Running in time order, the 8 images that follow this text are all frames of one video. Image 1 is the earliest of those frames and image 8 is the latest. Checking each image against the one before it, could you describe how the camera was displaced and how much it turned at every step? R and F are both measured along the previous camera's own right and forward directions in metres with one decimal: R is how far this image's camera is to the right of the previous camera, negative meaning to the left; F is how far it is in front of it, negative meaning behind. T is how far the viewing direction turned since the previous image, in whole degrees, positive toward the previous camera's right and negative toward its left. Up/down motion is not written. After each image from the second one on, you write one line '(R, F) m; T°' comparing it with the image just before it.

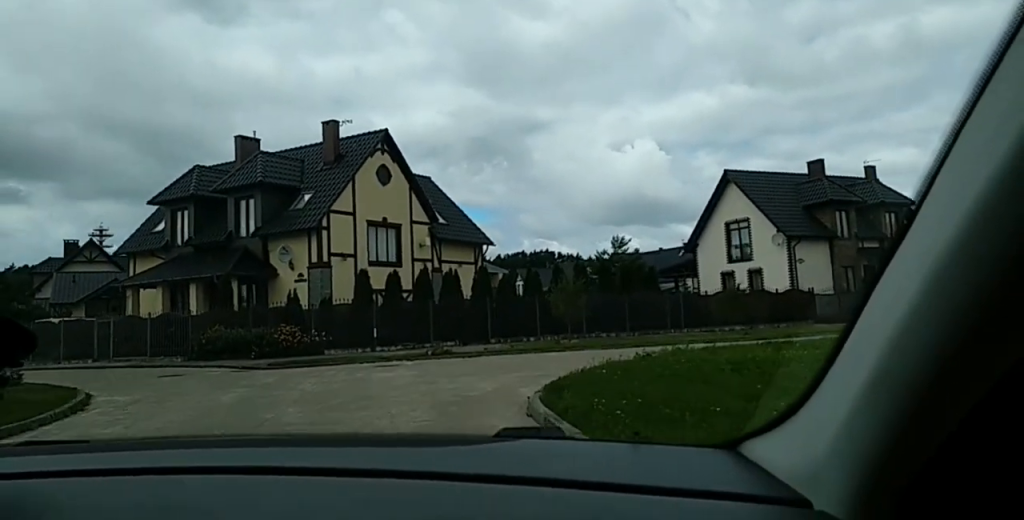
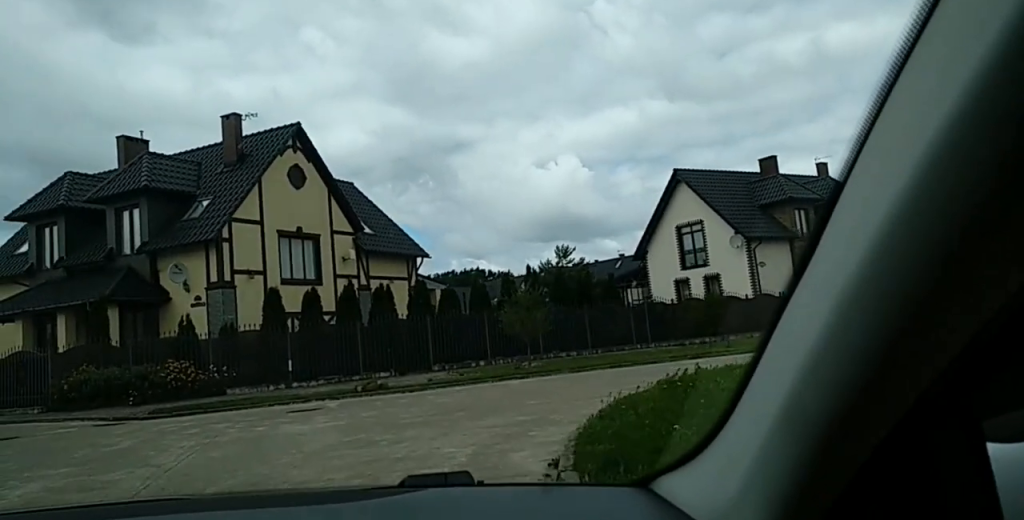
(+0.1, +5.2) m; -3°
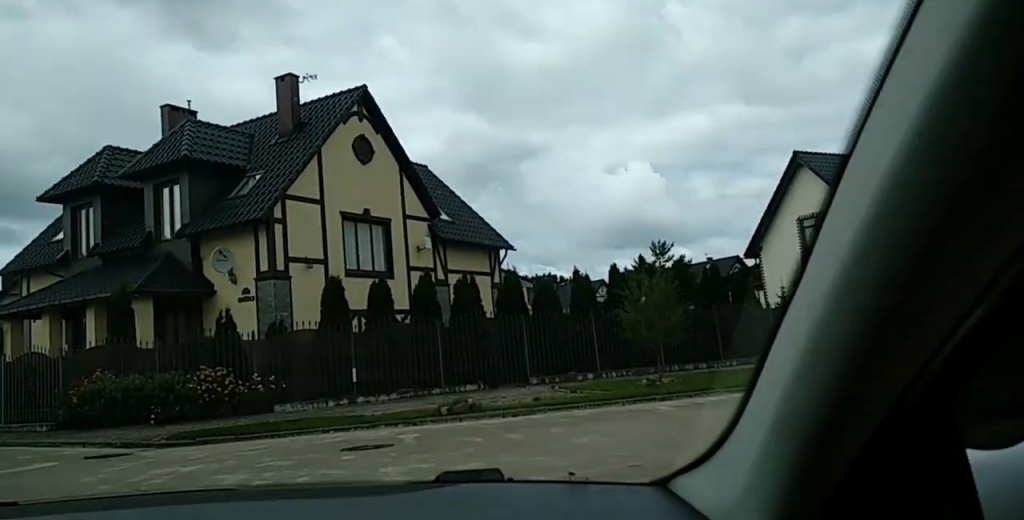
(-0.5, +6.8) m; -17°
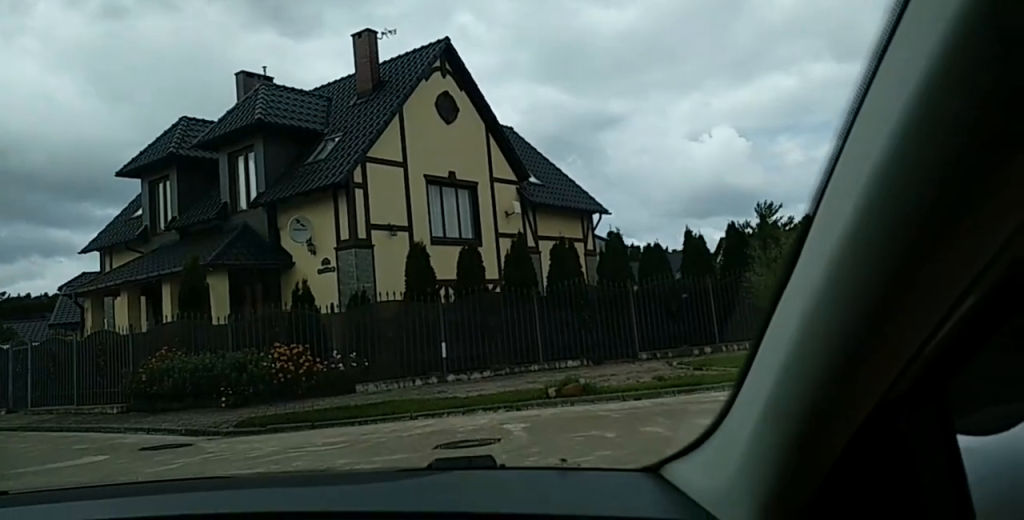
(-0.4, +3.0) m; -10°
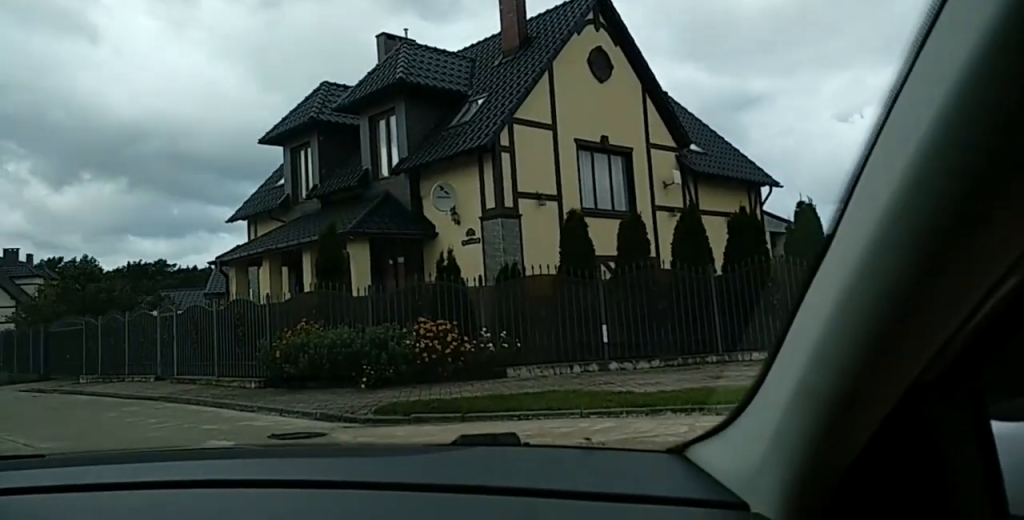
(-0.4, +2.7) m; -8°
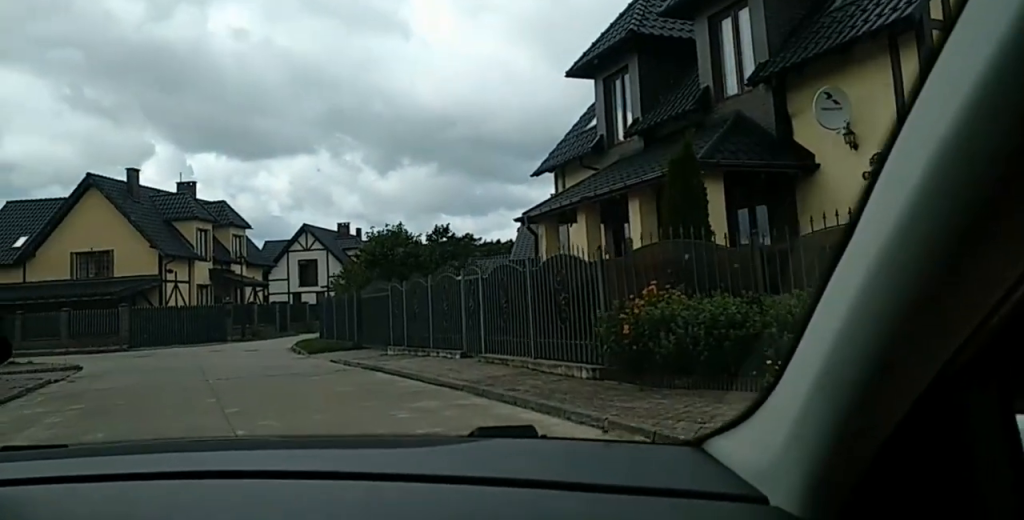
(-0.1, +5.6) m; -3°
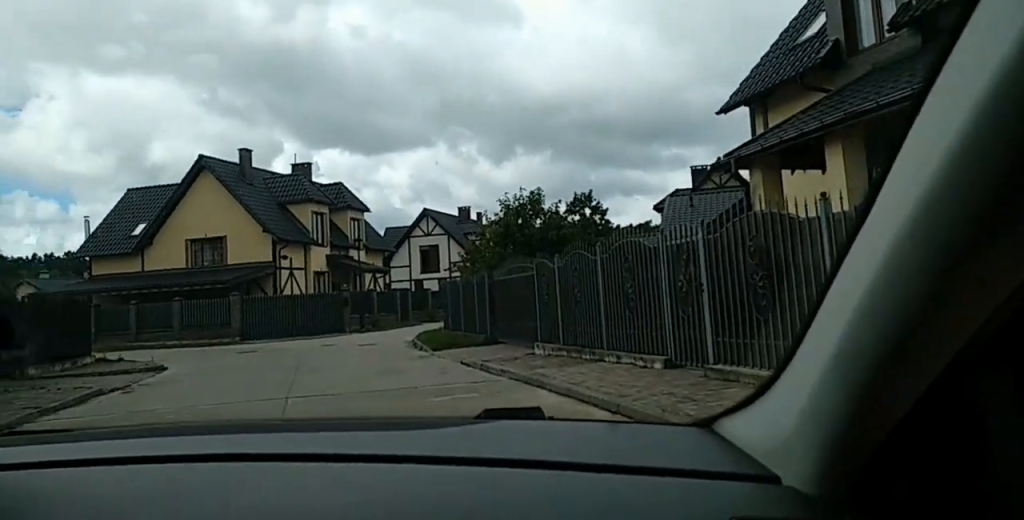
(-0.2, +5.4) m; -5°
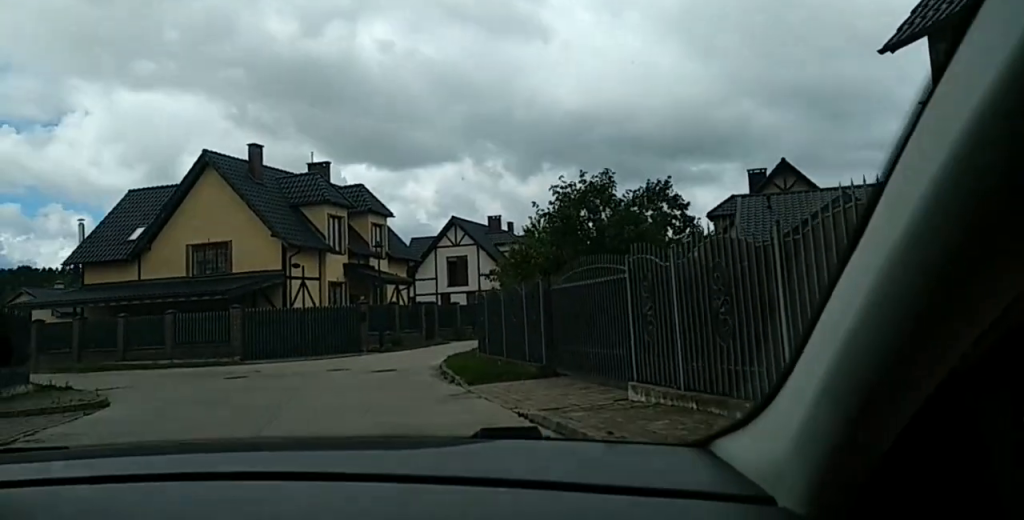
(-0.2, +4.8) m; -7°
